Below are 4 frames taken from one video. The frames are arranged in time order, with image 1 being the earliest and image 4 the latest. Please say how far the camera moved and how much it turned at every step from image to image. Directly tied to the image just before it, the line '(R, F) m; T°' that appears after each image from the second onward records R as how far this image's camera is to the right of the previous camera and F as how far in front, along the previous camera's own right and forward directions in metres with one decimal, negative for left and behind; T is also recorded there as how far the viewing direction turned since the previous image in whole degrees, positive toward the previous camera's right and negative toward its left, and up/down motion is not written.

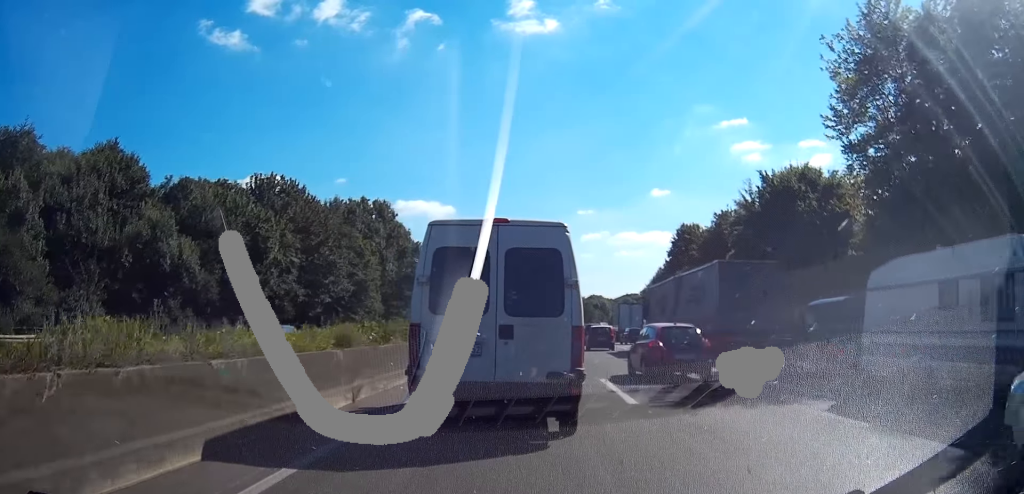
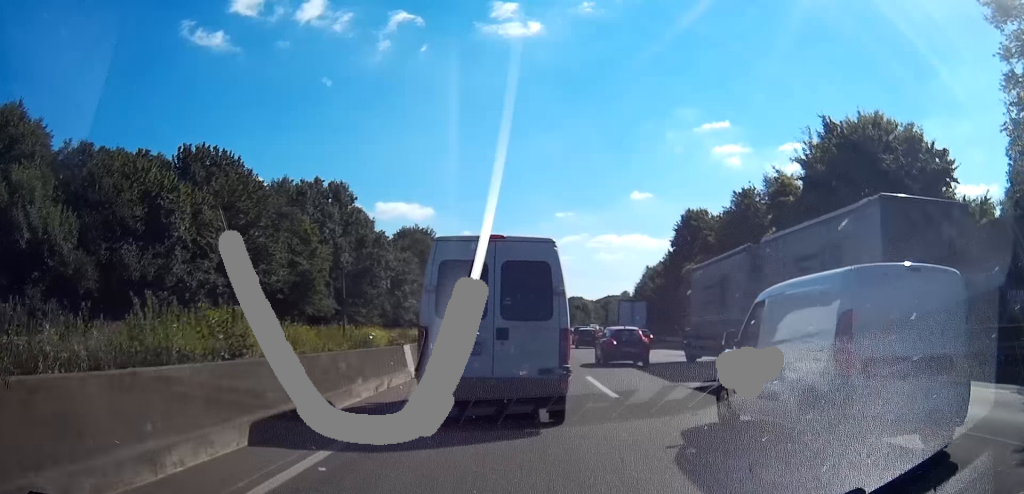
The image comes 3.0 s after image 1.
(-0.1, +16.9) m; 0°
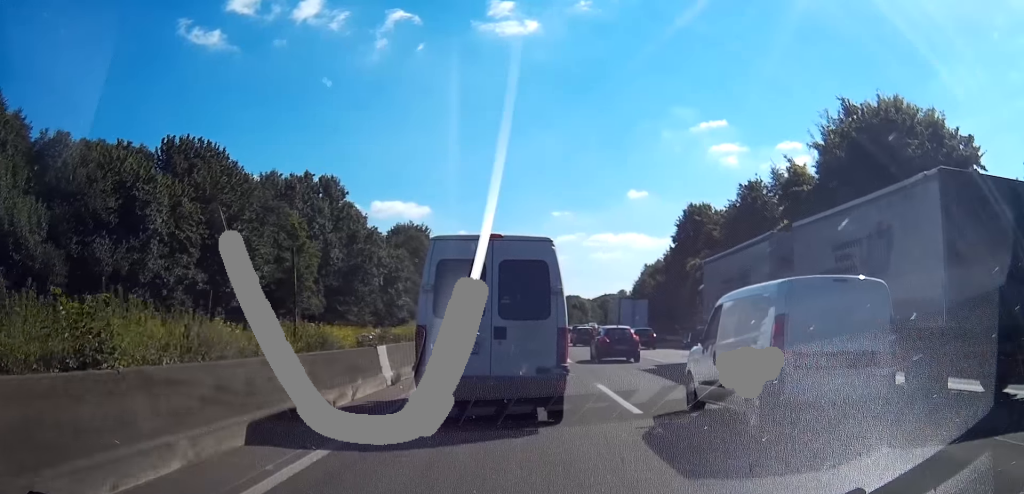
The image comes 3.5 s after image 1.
(0.0, +3.4) m; -1°
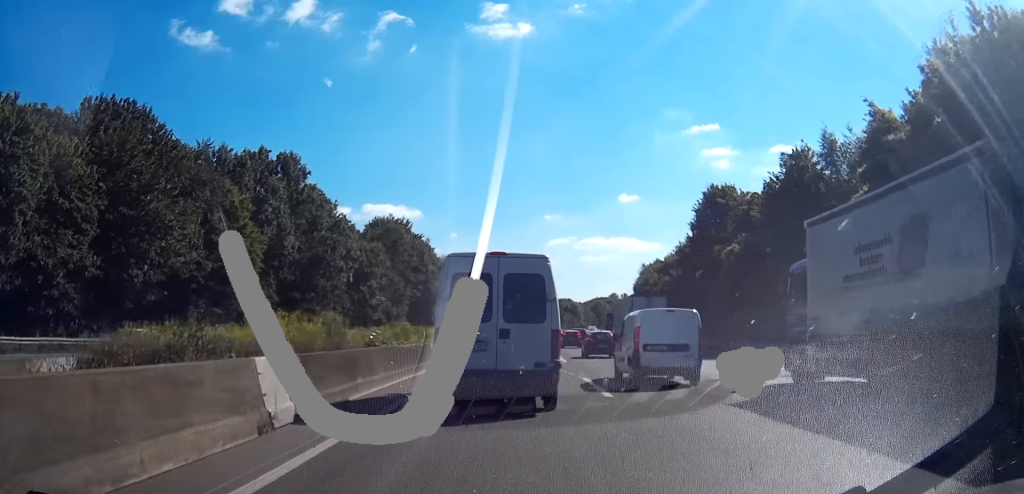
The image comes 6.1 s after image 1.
(-0.3, +16.8) m; +1°
